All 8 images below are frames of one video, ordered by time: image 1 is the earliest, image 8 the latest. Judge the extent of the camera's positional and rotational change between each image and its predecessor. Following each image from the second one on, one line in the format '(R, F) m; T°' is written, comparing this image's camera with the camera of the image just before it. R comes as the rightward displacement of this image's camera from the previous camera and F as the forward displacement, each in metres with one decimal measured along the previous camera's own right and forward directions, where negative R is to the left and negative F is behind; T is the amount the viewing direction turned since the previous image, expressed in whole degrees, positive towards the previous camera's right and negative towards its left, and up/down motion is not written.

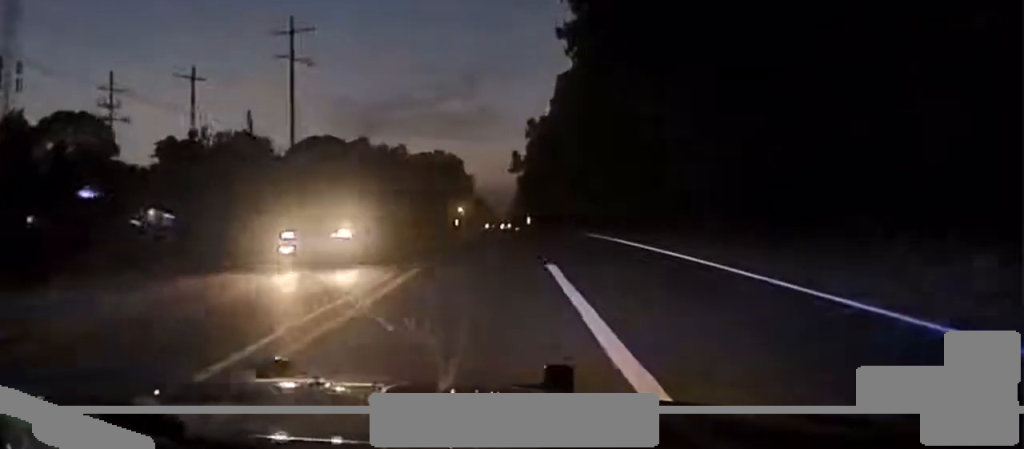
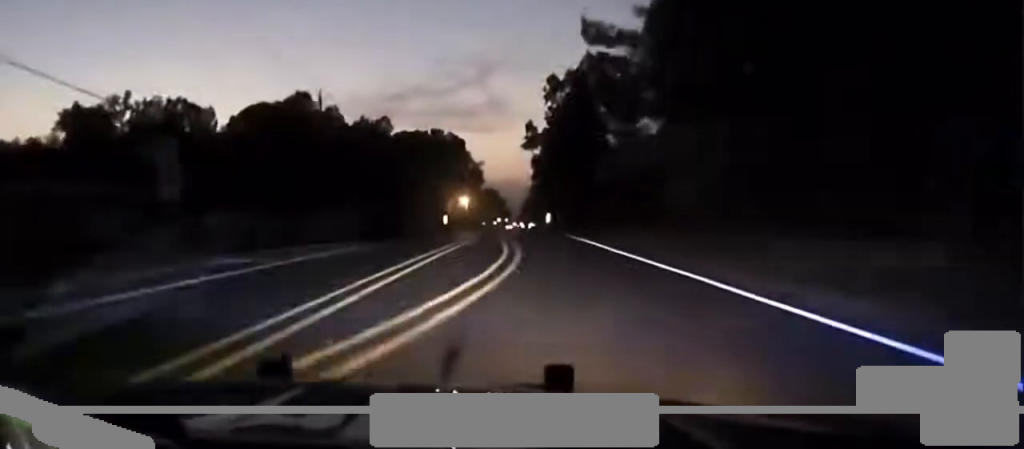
(+0.4, +54.5) m; 0°
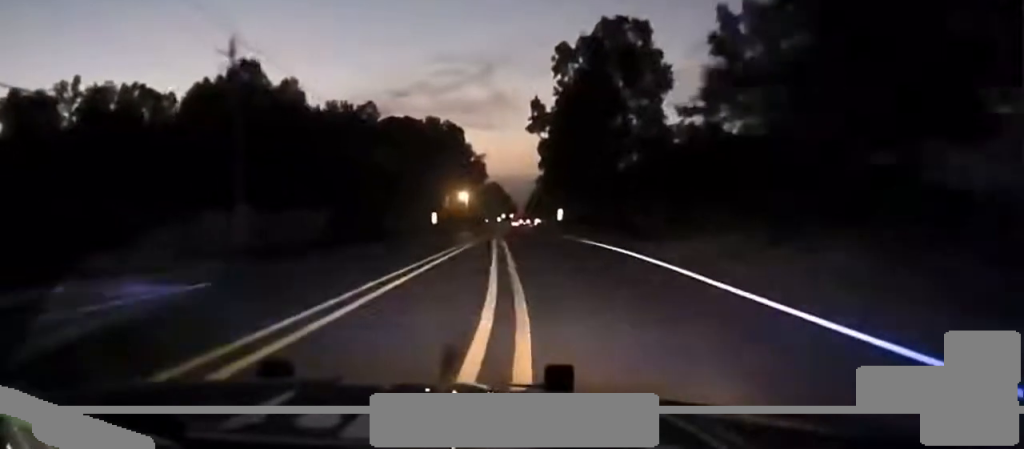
(-0.1, +21.6) m; 0°
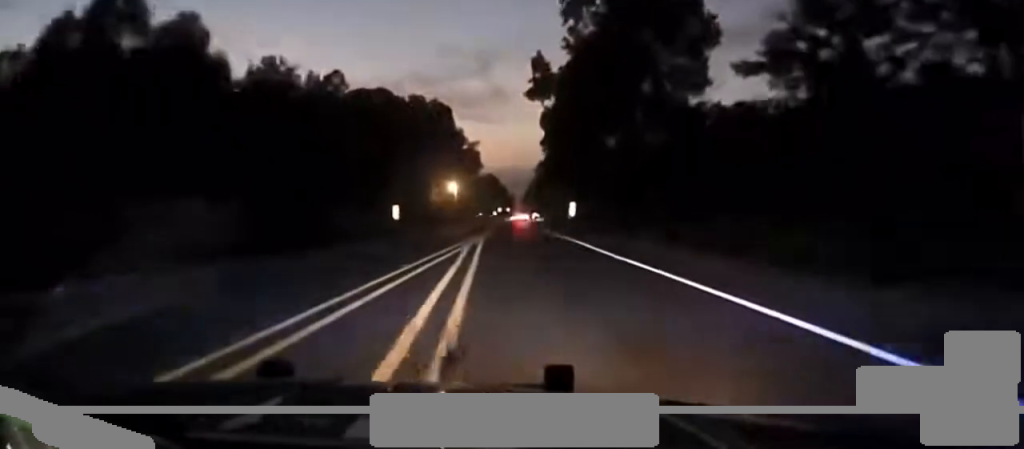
(0.0, +26.1) m; 0°
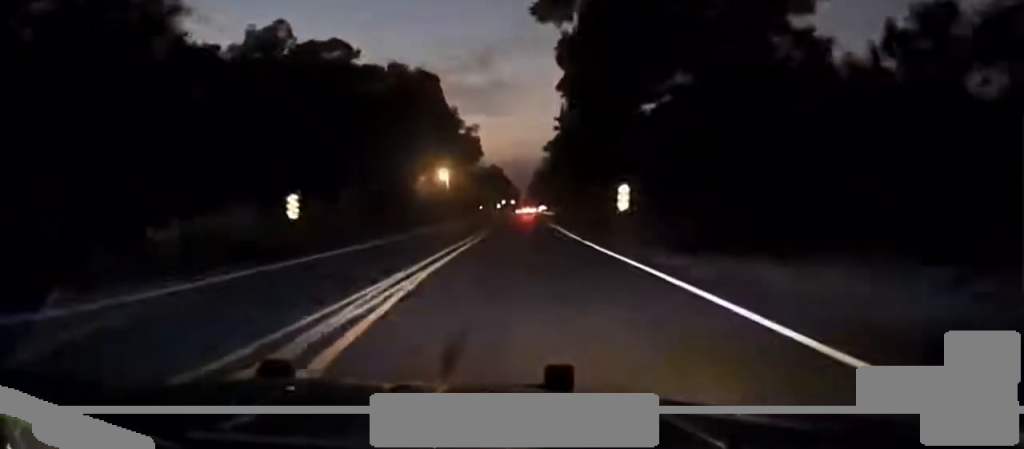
(+0.2, +29.7) m; 0°
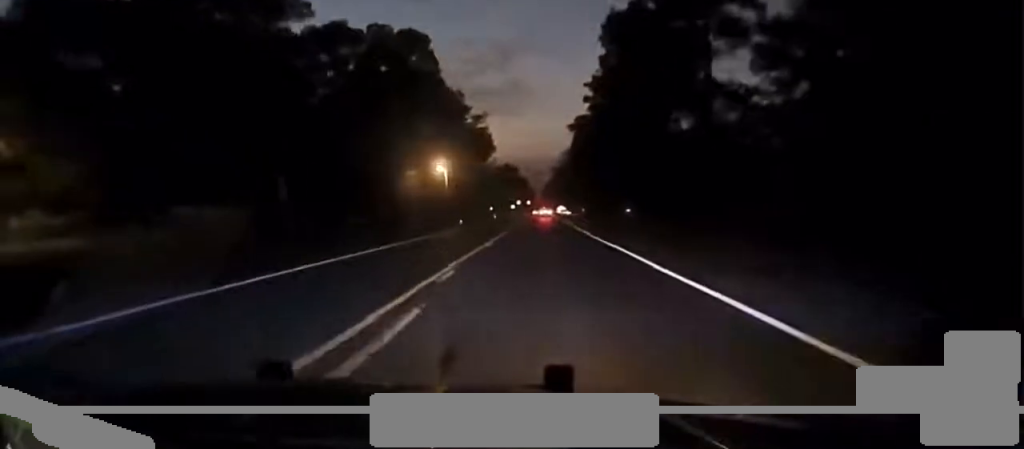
(-0.3, +28.5) m; 0°
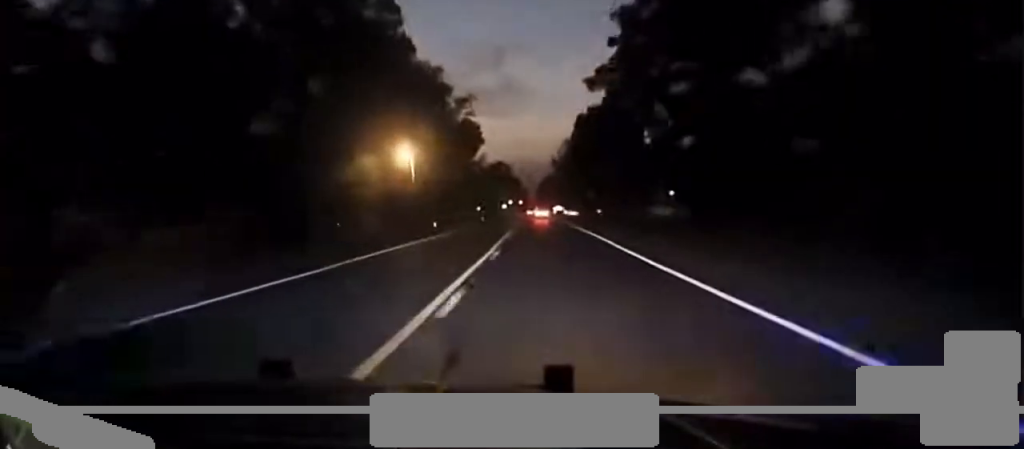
(+0.1, +25.7) m; 0°
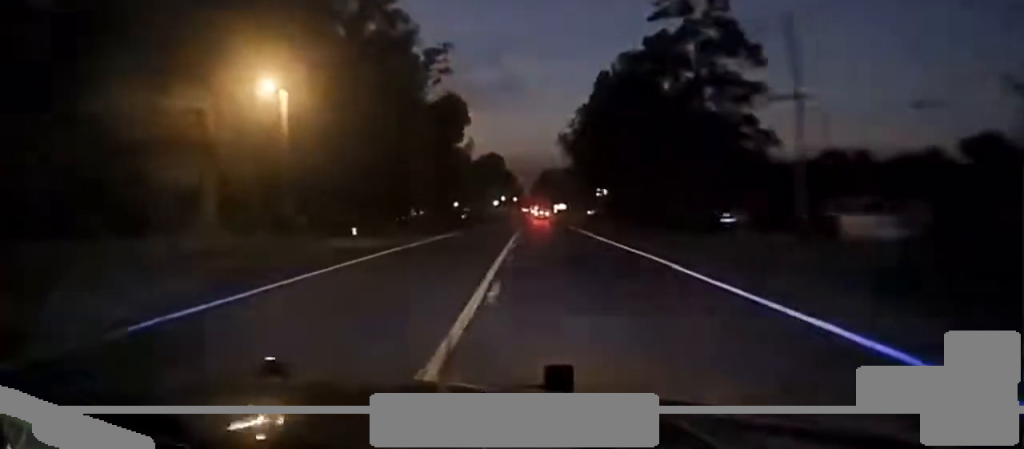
(-0.1, +43.1) m; 0°
